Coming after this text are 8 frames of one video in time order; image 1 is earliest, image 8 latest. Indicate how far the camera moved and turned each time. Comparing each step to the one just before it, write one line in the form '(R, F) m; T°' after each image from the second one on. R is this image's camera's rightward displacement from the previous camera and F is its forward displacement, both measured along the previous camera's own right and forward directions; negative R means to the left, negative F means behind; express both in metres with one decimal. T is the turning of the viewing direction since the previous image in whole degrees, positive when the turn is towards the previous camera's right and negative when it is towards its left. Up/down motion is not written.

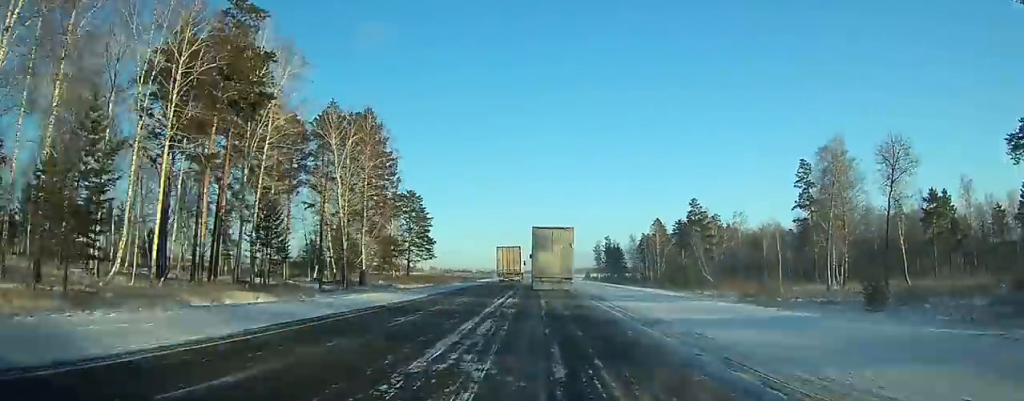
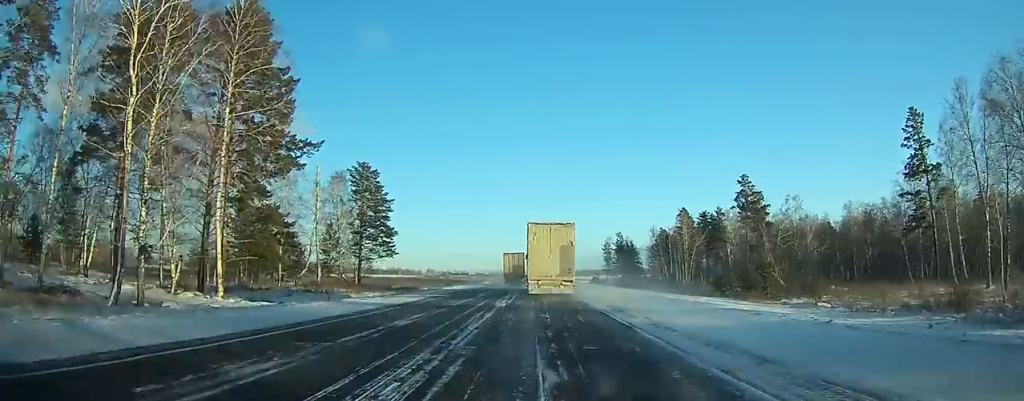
(+0.1, +38.6) m; 0°
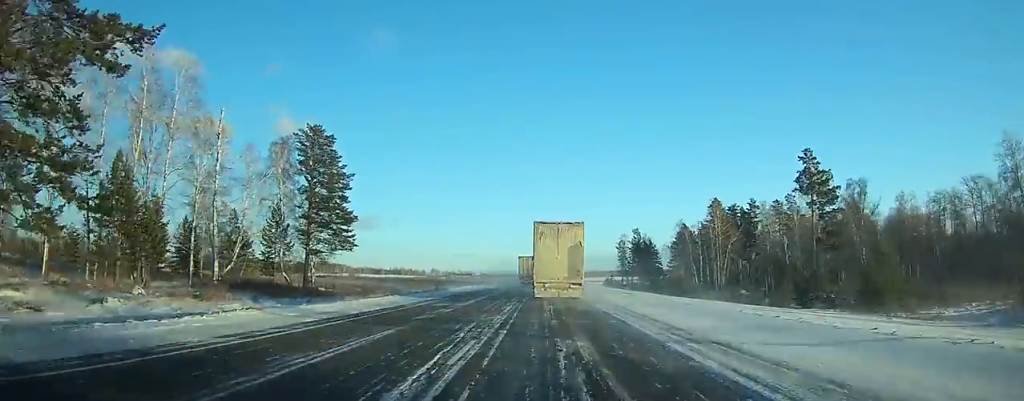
(0.0, +26.1) m; 0°
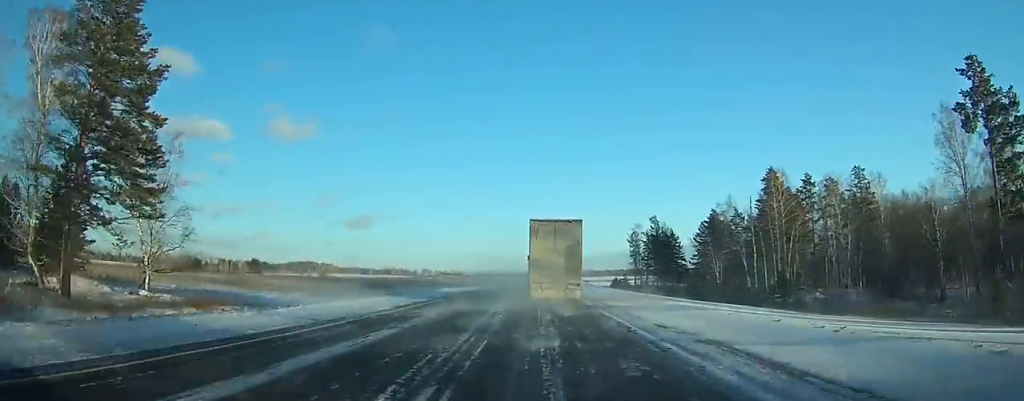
(0.0, +41.2) m; 0°
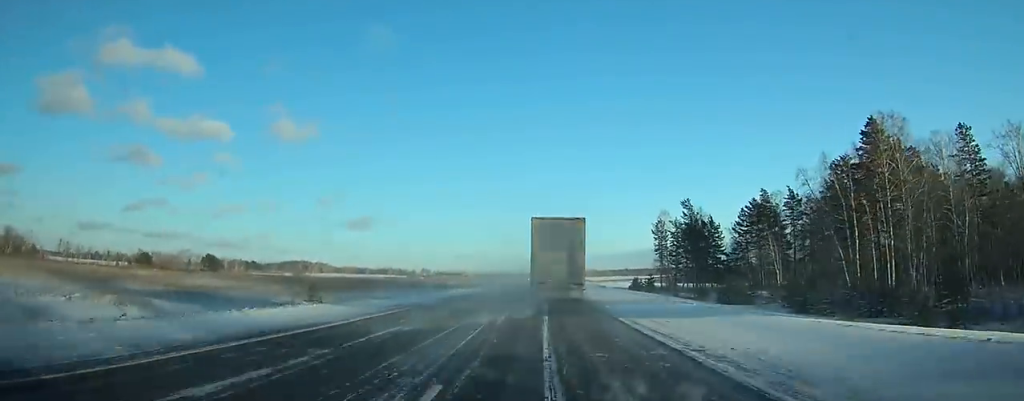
(-0.2, +36.0) m; -1°
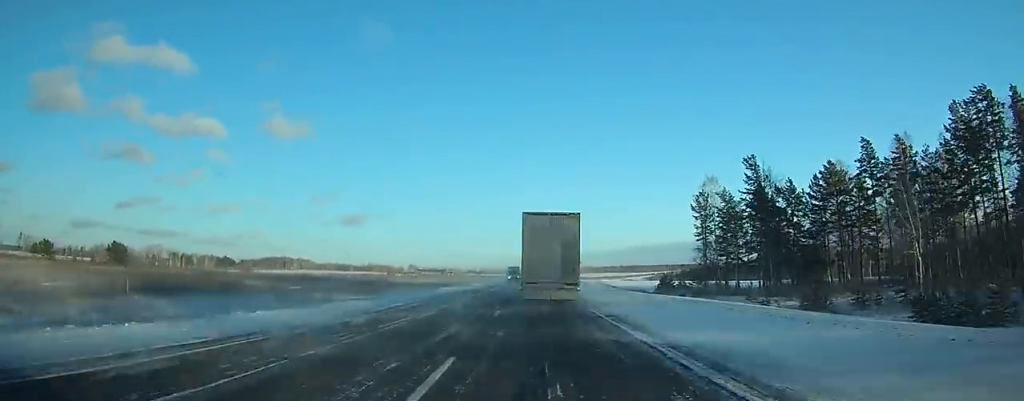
(0.0, +45.1) m; 0°
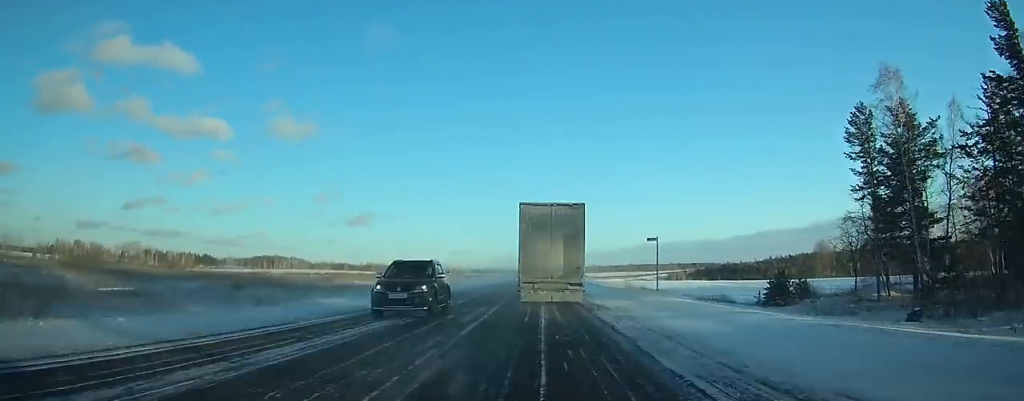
(+0.2, +52.9) m; 0°
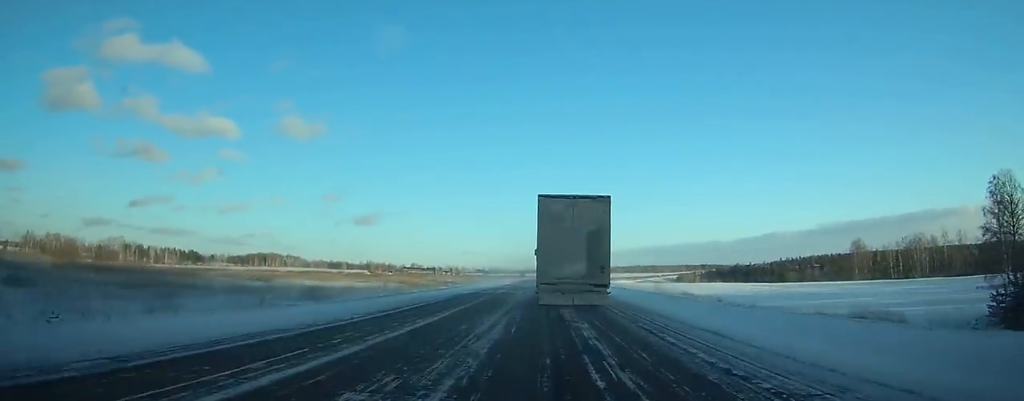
(-0.2, +35.4) m; -1°
